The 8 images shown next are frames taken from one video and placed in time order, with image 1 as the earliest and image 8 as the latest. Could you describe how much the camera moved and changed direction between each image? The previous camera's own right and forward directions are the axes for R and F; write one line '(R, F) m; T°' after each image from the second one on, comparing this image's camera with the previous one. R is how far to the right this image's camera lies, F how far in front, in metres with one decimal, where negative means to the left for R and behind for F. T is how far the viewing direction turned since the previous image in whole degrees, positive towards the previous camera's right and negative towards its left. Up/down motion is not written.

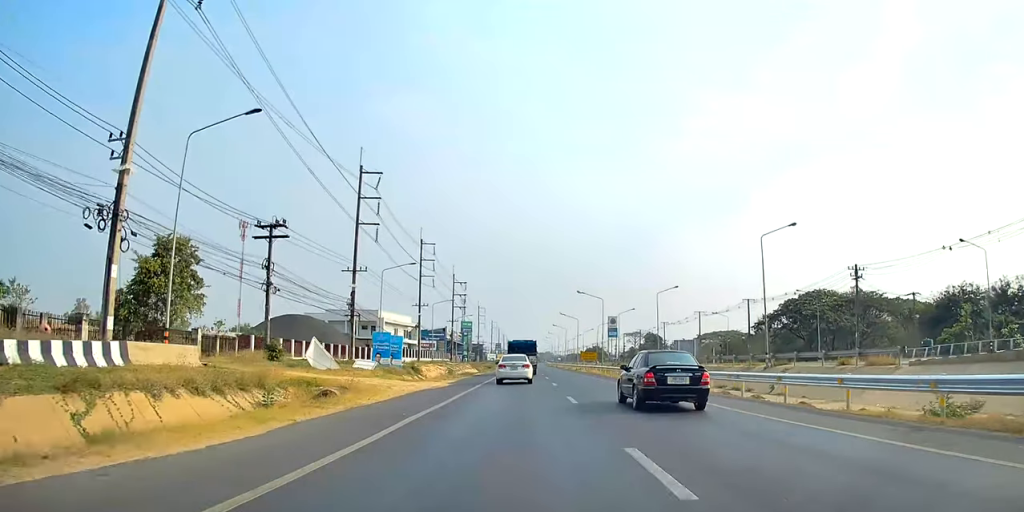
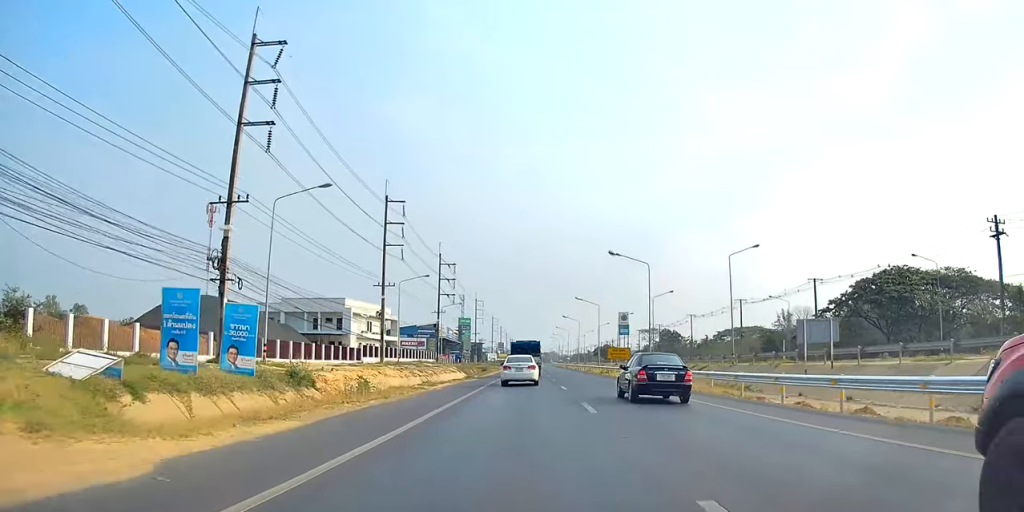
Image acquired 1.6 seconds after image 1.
(-0.8, +27.8) m; -2°
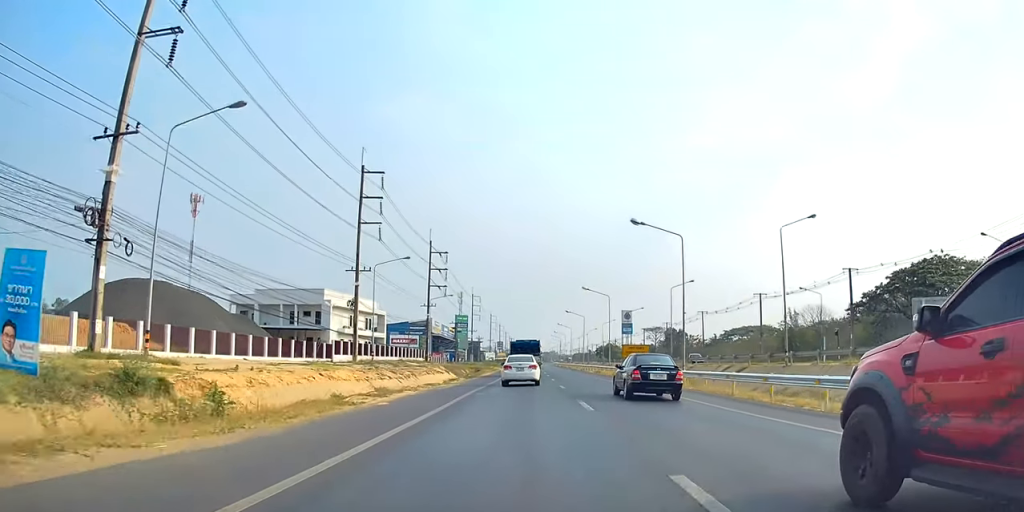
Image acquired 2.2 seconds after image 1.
(+0.1, +10.9) m; +1°
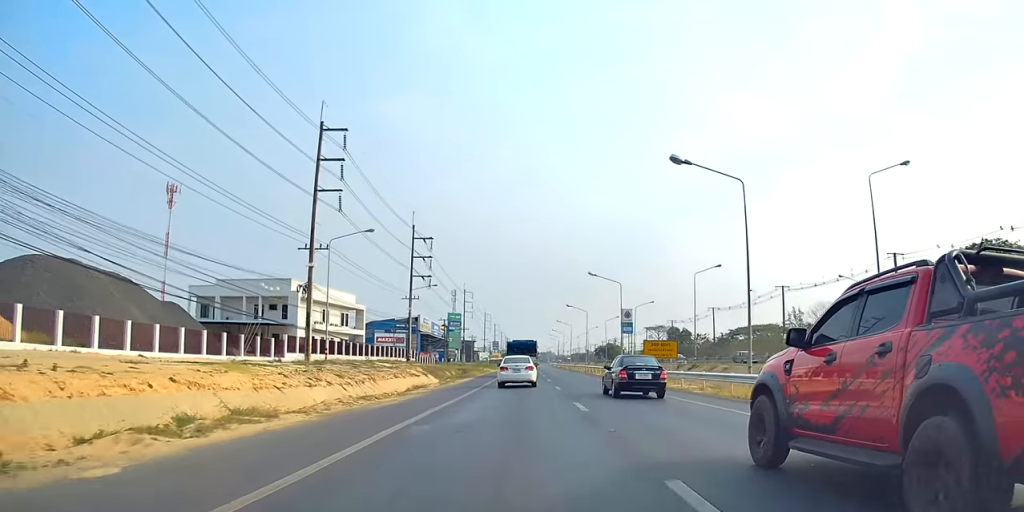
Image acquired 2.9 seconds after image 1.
(0.0, +12.6) m; 0°
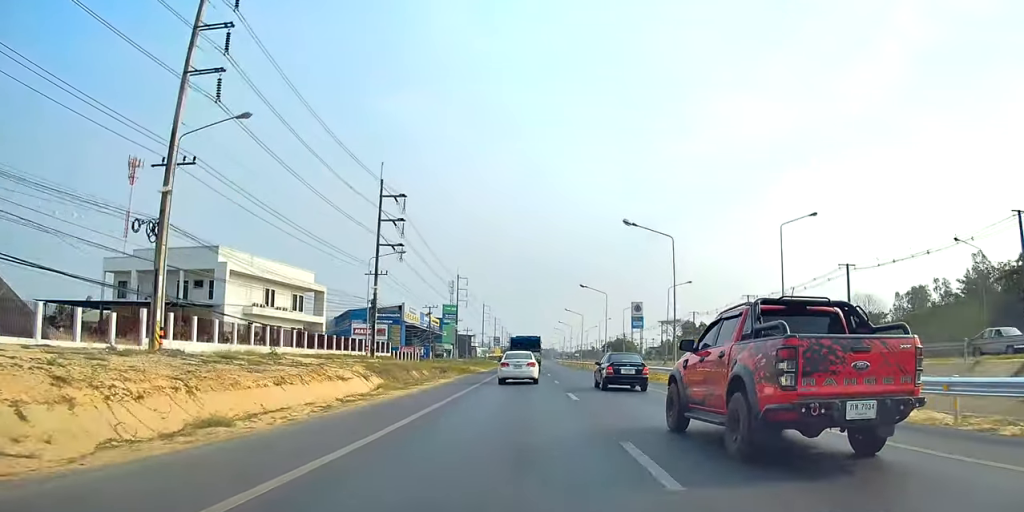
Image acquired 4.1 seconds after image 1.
(0.0, +21.6) m; 0°
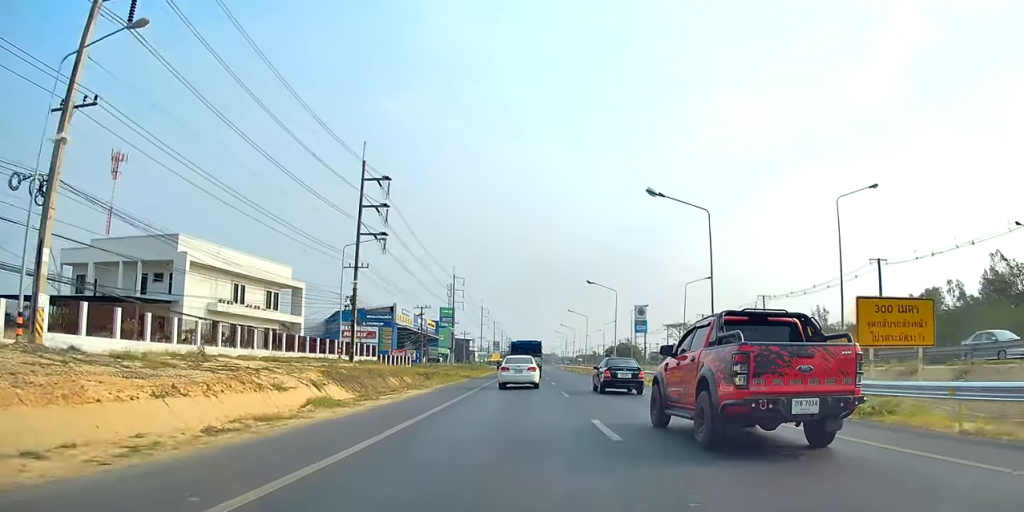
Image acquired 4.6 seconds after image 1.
(0.0, +8.5) m; +1°
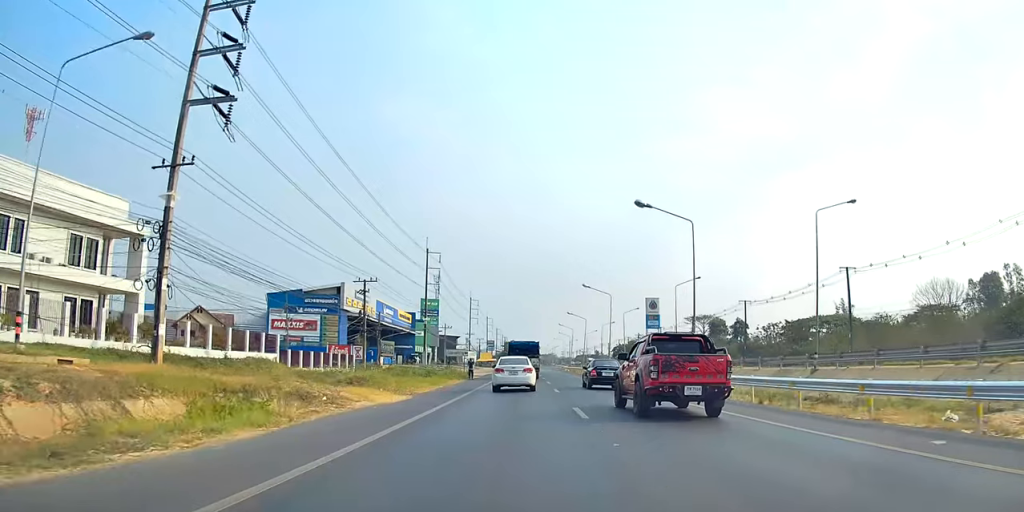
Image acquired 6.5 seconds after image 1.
(+0.6, +32.7) m; 0°
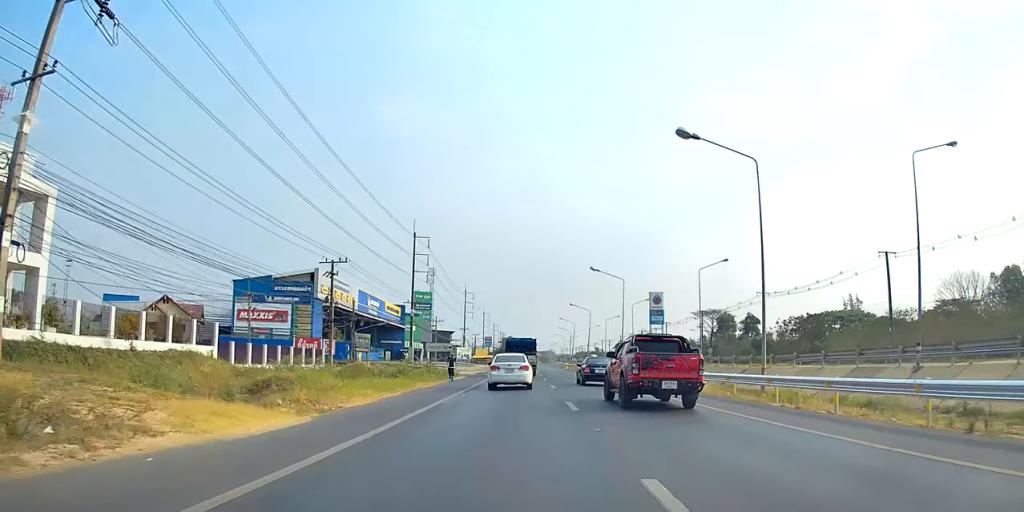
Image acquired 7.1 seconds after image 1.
(-0.4, +10.7) m; -1°
